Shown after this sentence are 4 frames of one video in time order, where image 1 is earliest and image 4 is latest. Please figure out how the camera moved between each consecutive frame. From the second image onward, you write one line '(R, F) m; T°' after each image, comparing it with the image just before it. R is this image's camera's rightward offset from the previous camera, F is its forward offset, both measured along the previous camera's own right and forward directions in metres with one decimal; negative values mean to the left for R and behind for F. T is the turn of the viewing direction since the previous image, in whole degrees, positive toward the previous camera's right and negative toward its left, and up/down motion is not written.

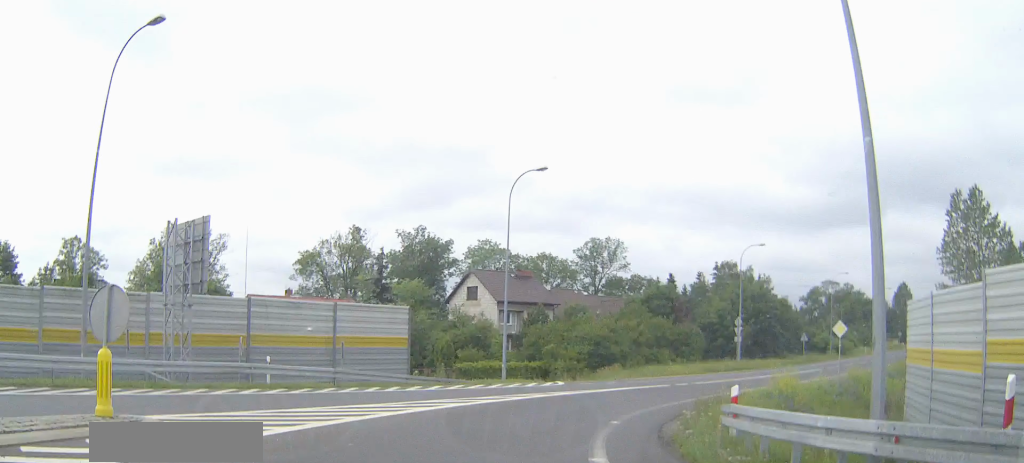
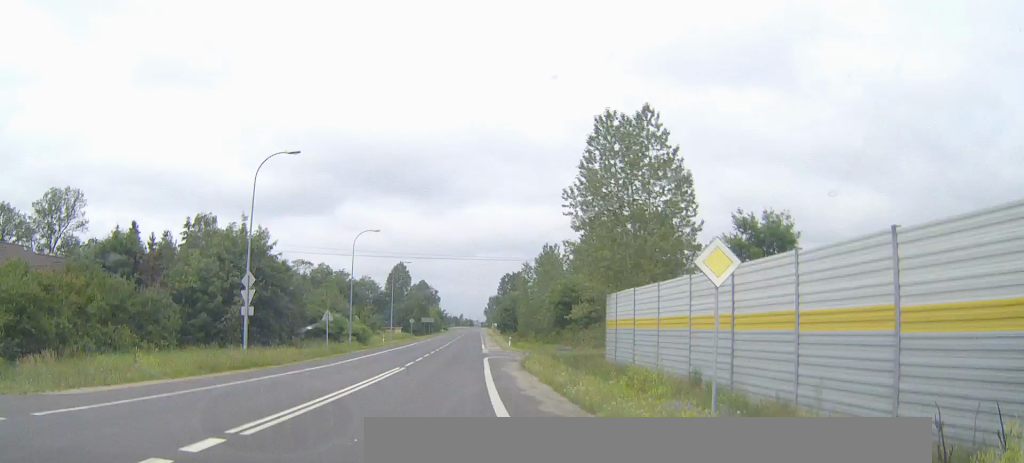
(+9.1, +23.8) m; +41°
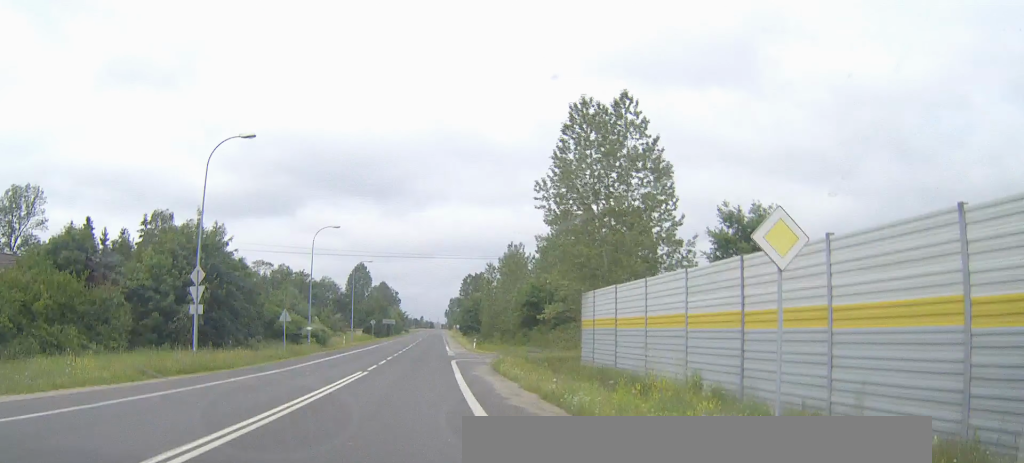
(+0.2, +3.0) m; +2°
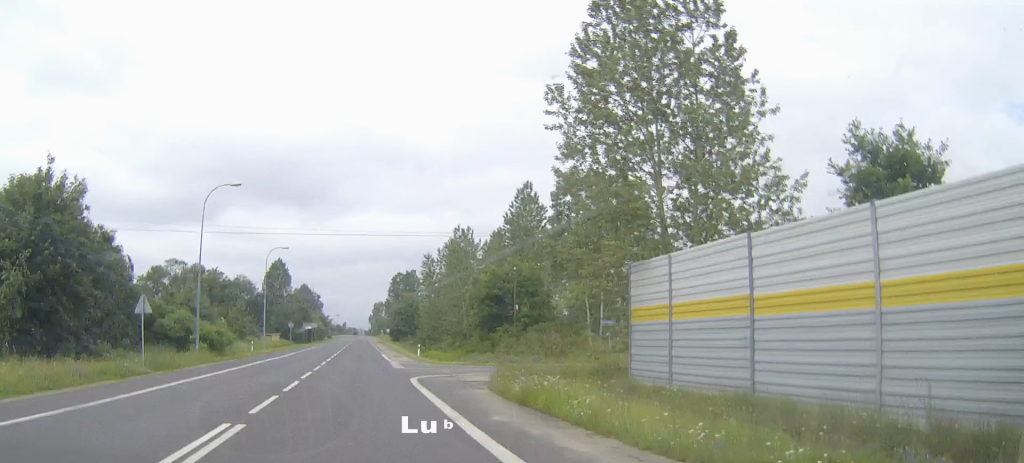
(+1.5, +17.5) m; +8°
